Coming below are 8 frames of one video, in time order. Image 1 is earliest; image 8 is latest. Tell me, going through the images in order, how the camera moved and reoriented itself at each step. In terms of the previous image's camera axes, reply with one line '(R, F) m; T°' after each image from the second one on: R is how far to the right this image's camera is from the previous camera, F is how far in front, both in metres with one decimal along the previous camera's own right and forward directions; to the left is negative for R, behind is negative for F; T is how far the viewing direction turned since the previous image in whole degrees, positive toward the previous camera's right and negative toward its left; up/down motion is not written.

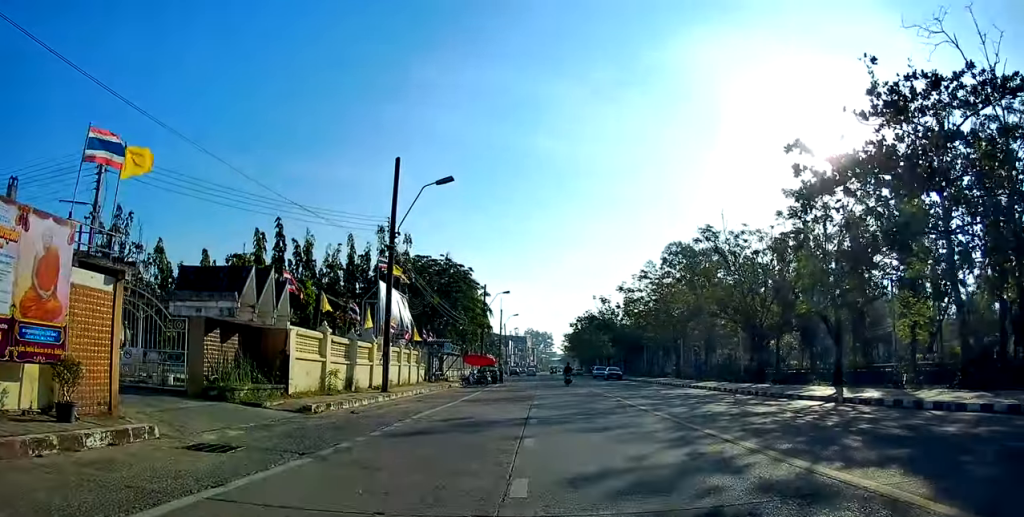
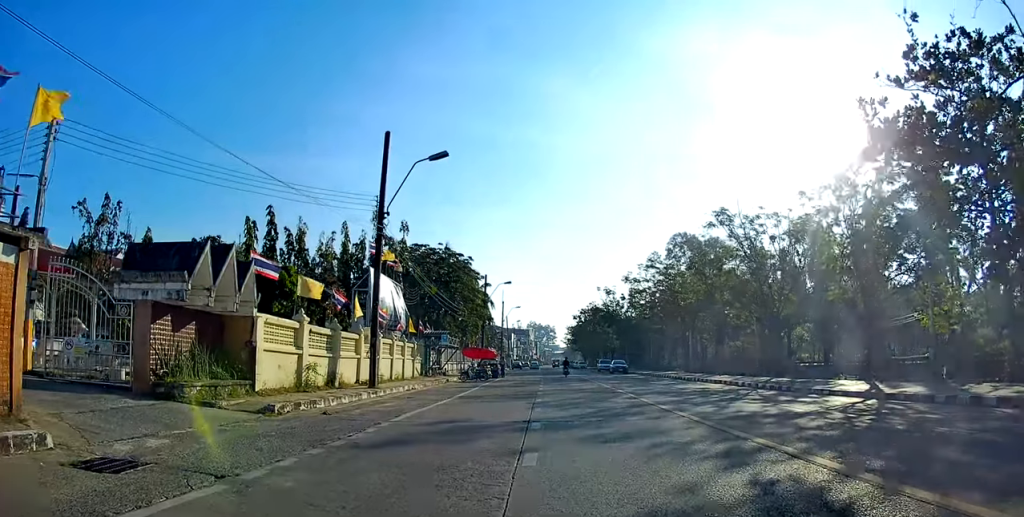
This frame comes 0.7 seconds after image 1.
(0.0, +2.9) m; 0°
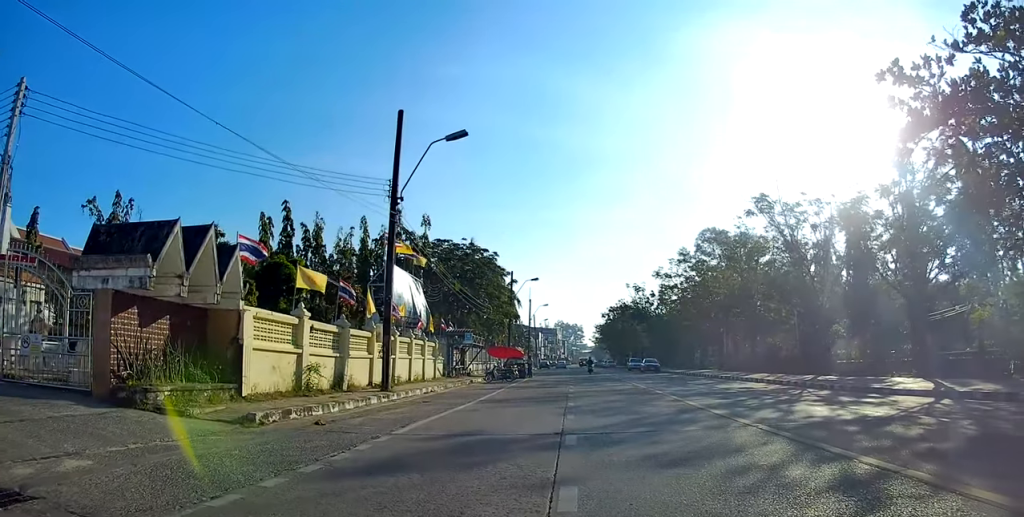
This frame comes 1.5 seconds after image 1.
(0.0, +2.3) m; -2°
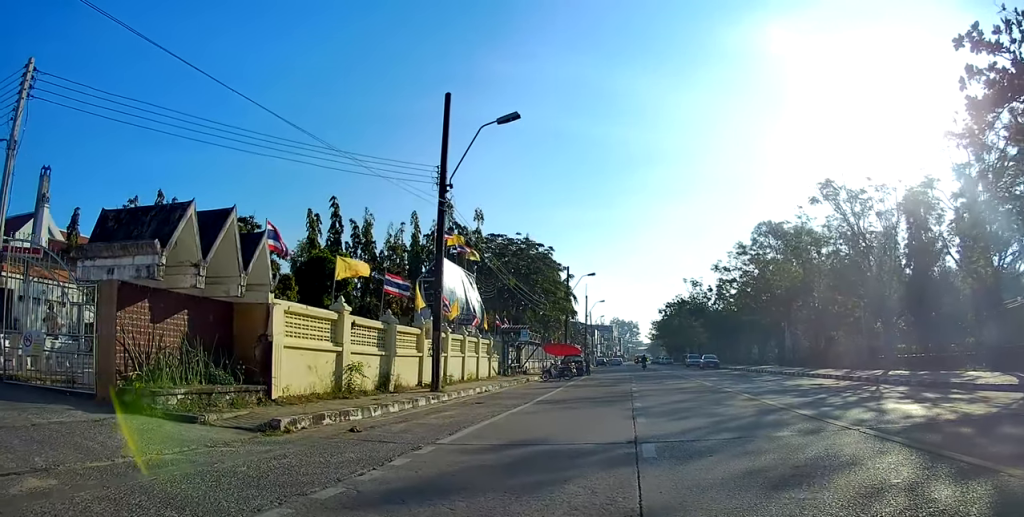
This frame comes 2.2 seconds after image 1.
(0.0, +1.4) m; -5°
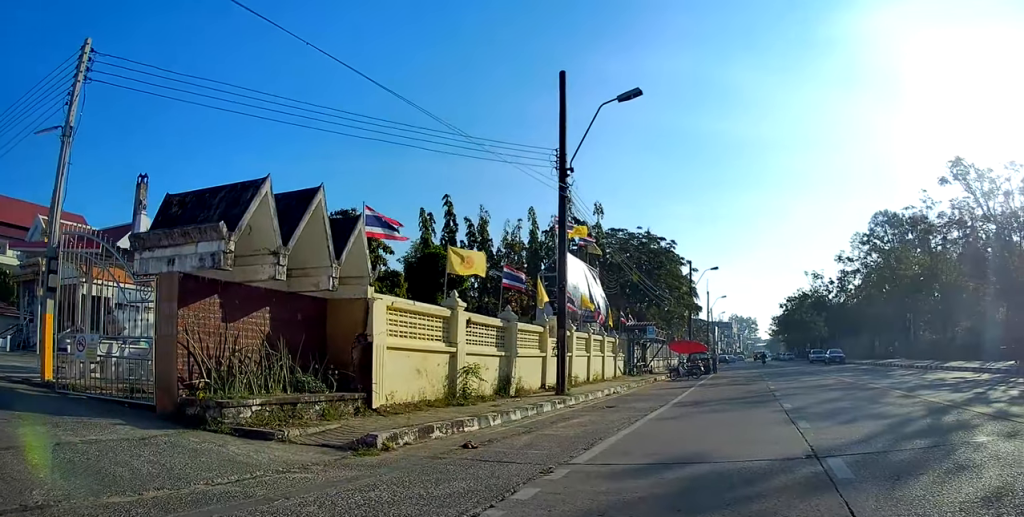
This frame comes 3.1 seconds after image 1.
(-0.2, +1.5) m; -14°
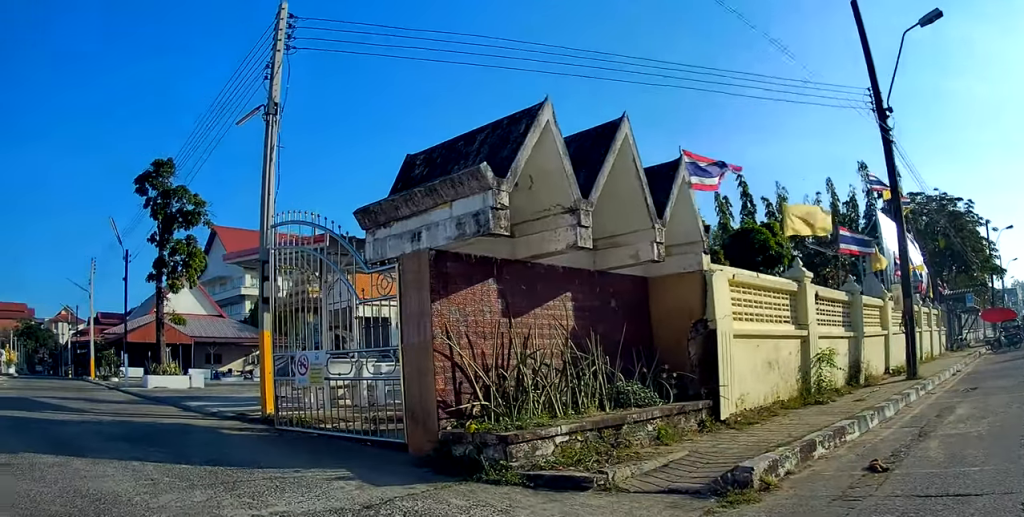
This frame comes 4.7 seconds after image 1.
(-0.4, +3.8) m; -22°
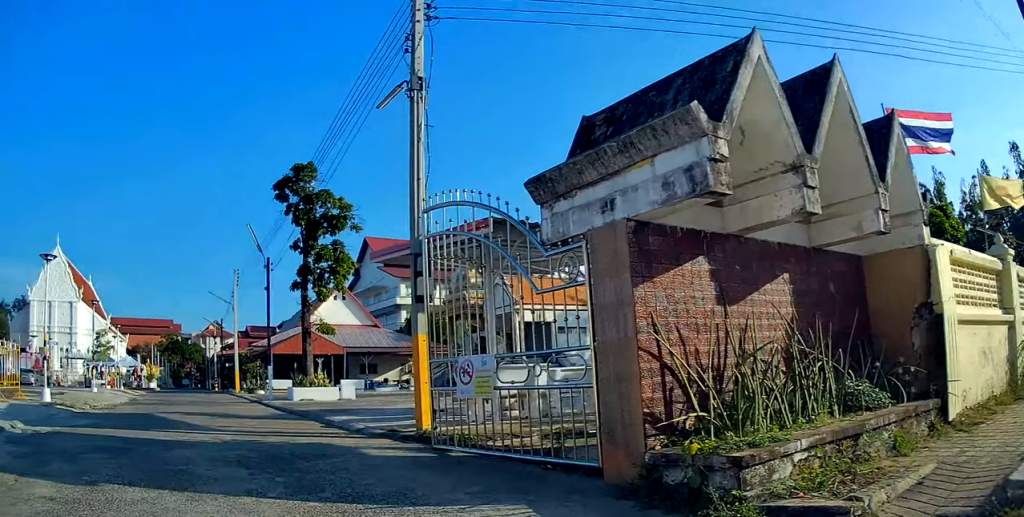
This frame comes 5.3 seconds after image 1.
(-0.1, +1.4) m; -11°
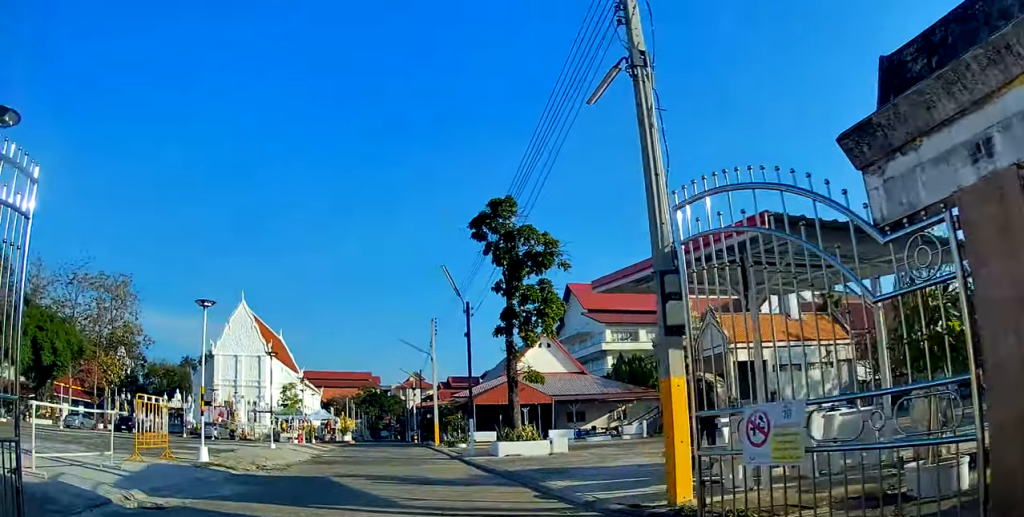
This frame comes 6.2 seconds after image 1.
(-0.6, +2.1) m; -9°
